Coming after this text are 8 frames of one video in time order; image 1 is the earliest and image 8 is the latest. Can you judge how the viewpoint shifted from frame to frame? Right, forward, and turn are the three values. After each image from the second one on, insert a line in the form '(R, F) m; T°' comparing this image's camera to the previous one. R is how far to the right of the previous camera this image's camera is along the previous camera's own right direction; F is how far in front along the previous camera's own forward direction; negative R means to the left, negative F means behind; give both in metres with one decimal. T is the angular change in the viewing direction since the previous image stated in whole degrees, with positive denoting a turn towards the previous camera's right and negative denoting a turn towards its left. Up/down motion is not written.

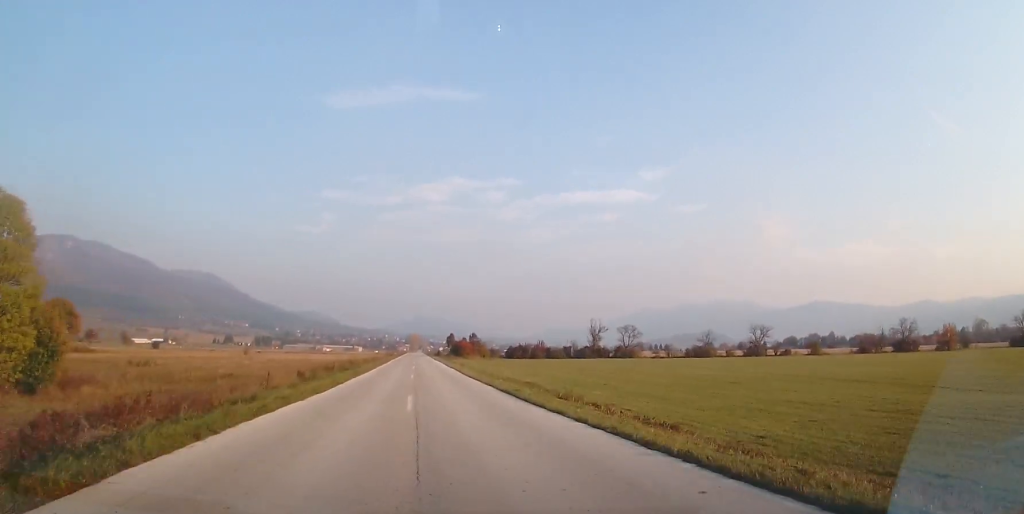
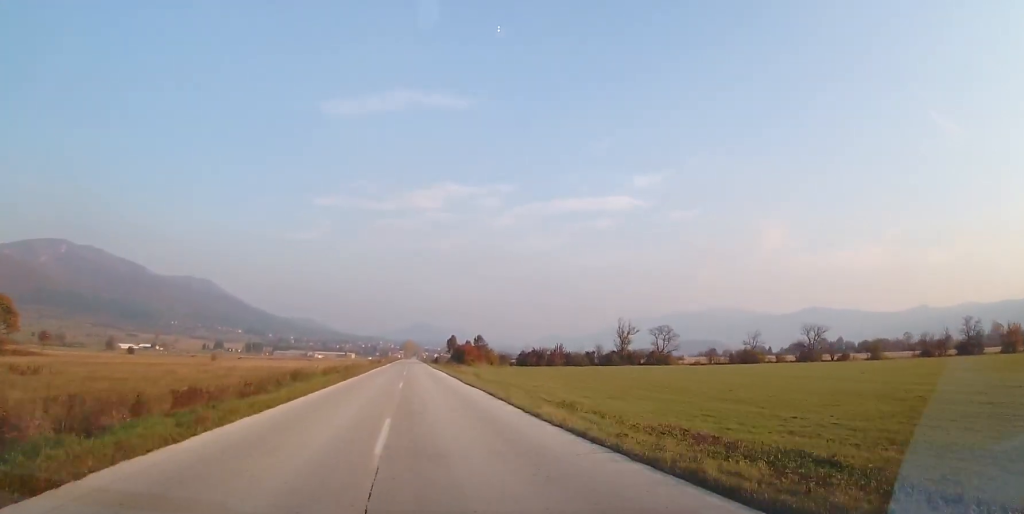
(0.0, +23.5) m; 0°
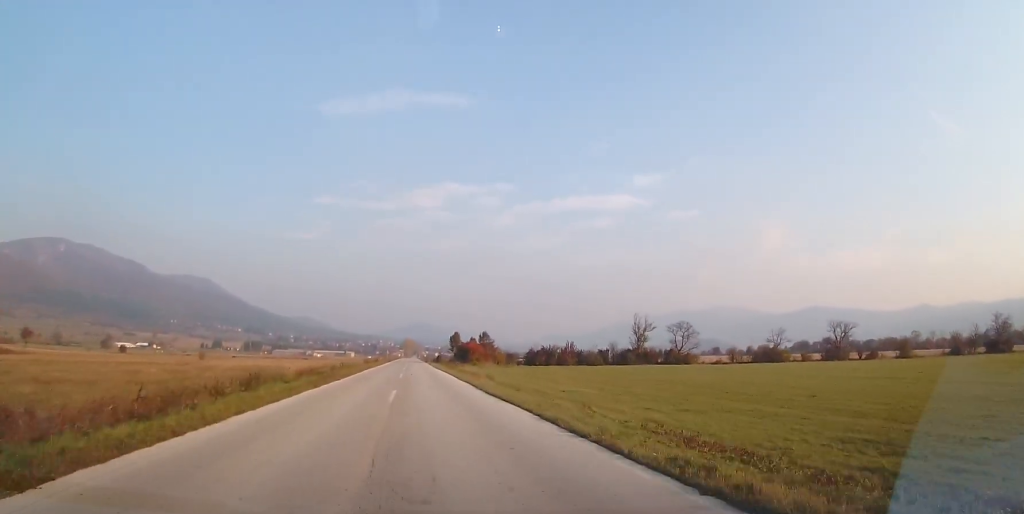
(+0.1, +8.9) m; 0°
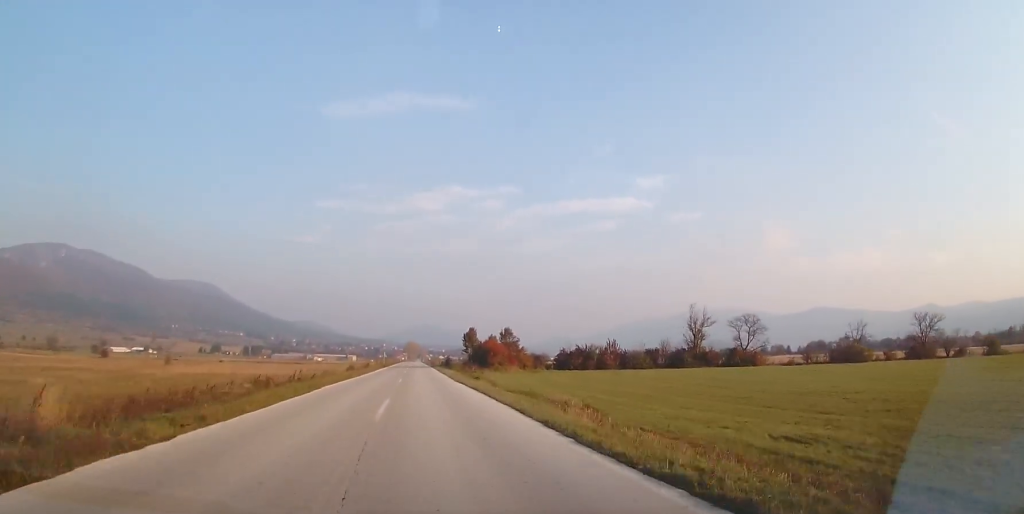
(-0.3, +22.9) m; 0°
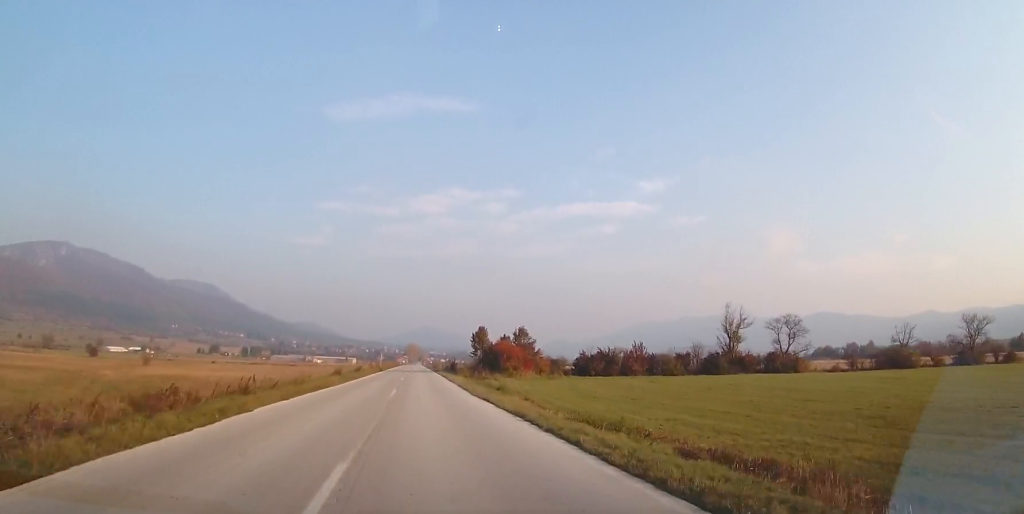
(+0.1, +11.0) m; 0°
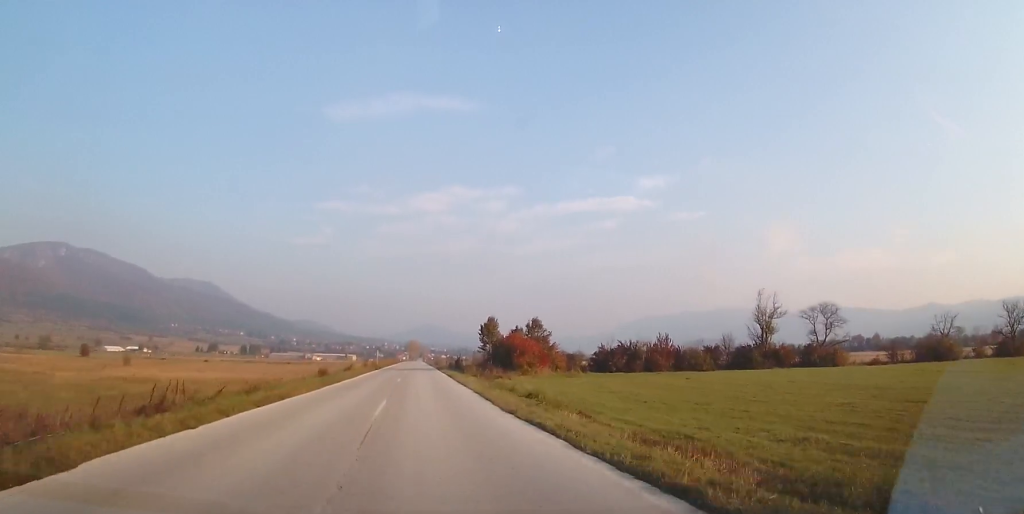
(+0.1, +8.5) m; 0°
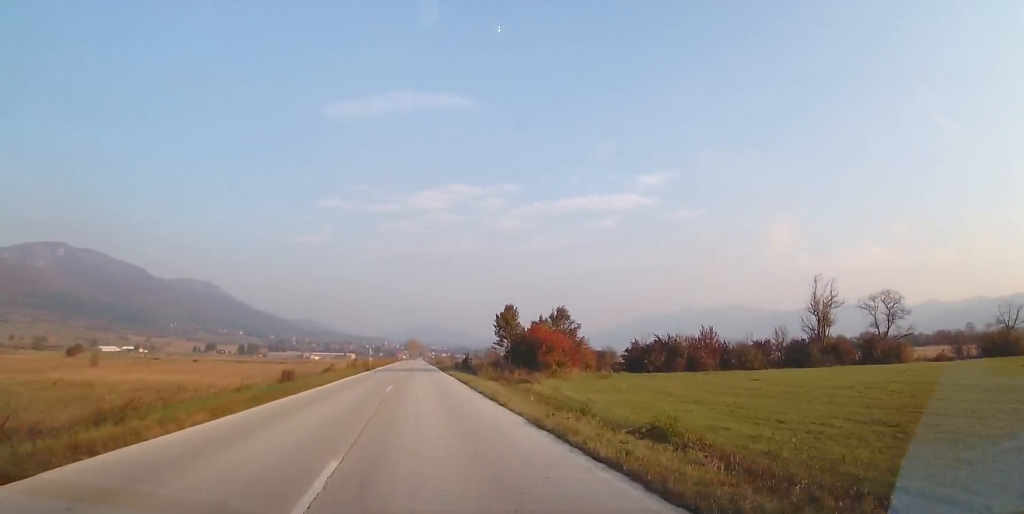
(0.0, +12.0) m; -1°
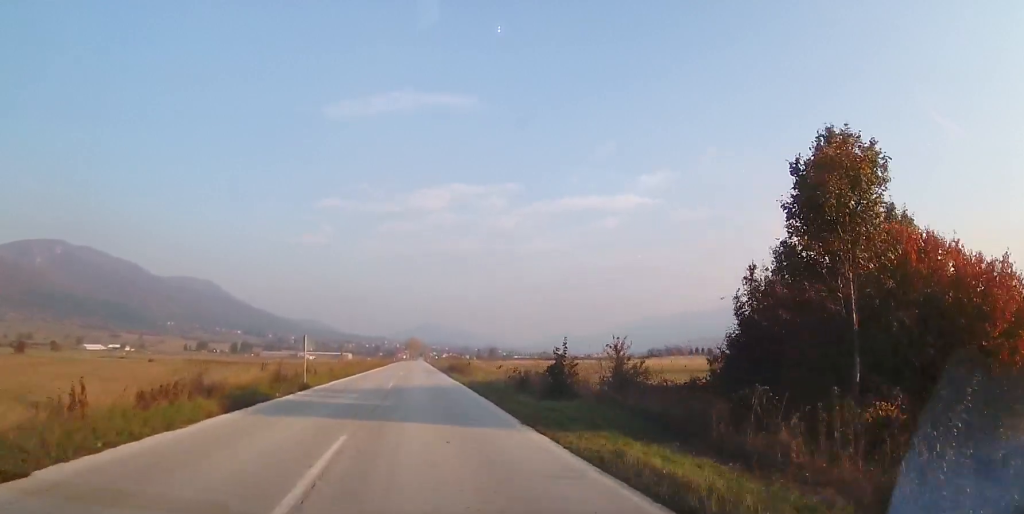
(-0.7, +38.2) m; 0°
